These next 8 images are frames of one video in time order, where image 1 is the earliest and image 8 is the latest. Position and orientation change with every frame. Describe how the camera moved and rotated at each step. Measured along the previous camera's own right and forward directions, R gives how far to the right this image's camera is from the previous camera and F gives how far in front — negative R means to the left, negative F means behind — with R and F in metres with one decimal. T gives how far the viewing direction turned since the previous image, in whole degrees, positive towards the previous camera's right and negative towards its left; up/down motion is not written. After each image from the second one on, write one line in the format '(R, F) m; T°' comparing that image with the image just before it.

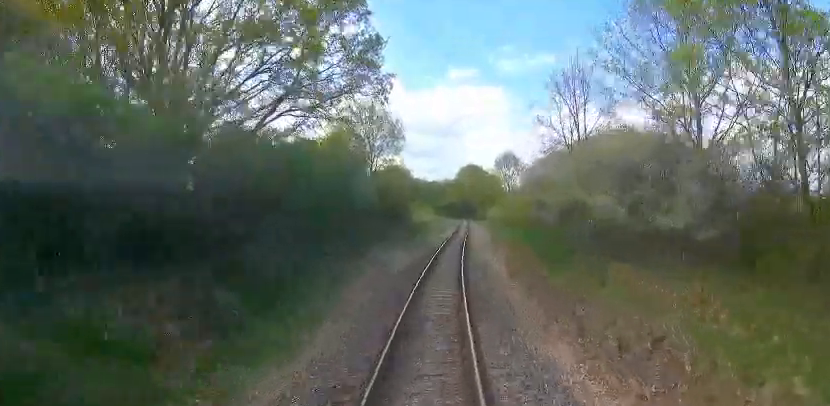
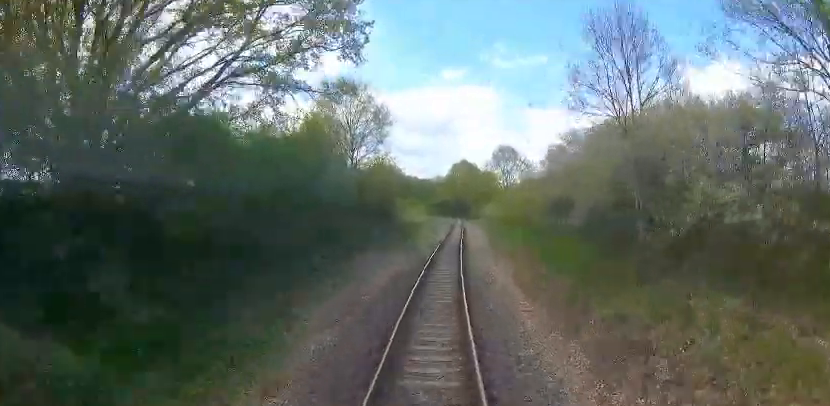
(0.0, +4.8) m; +1°
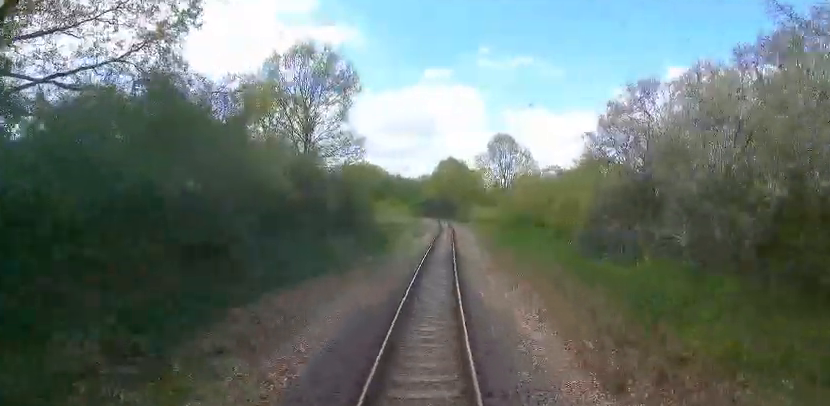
(+0.5, +7.9) m; +1°
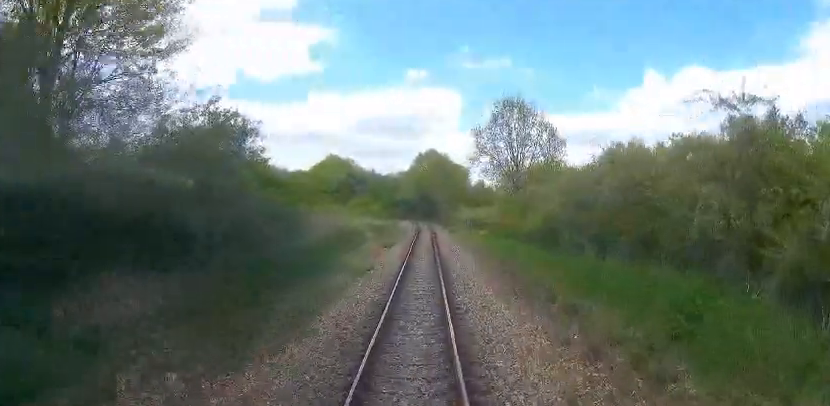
(-0.4, +14.9) m; -1°
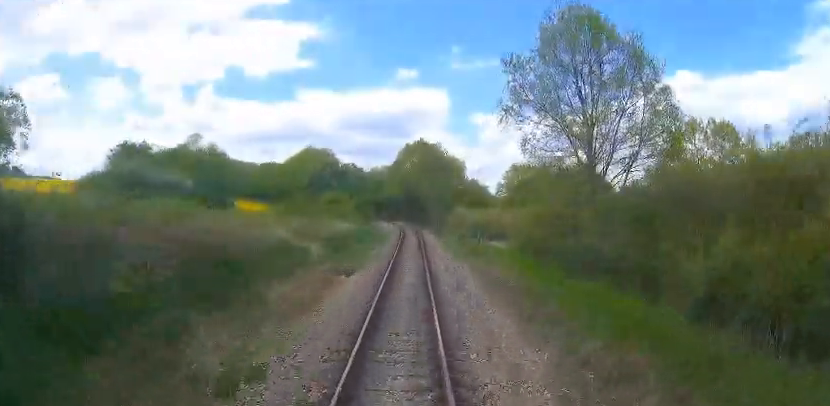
(+0.3, +14.2) m; +1°
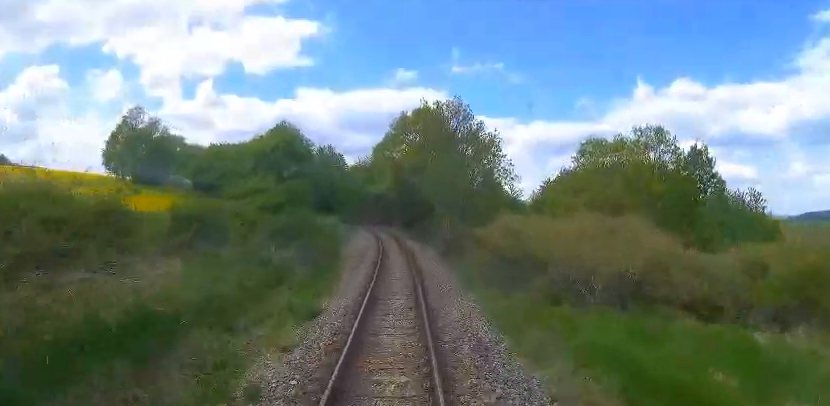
(-0.1, +28.2) m; -1°
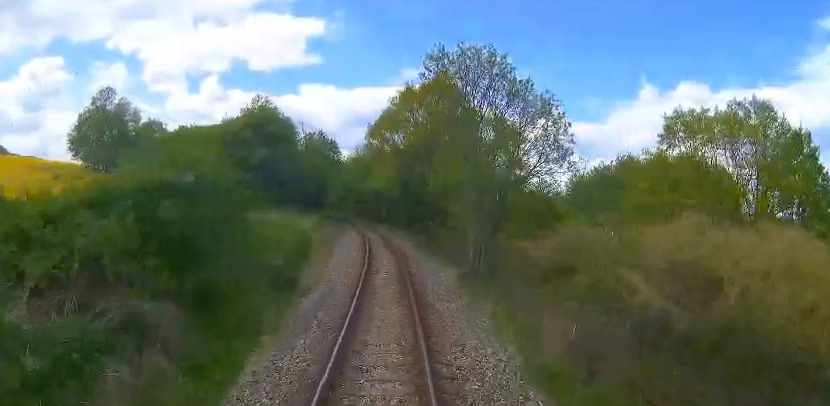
(-0.2, +12.4) m; -2°
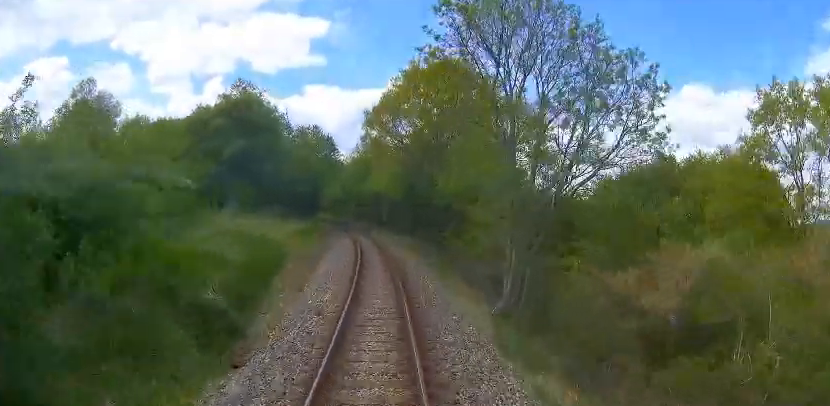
(-0.1, +7.5) m; -1°
